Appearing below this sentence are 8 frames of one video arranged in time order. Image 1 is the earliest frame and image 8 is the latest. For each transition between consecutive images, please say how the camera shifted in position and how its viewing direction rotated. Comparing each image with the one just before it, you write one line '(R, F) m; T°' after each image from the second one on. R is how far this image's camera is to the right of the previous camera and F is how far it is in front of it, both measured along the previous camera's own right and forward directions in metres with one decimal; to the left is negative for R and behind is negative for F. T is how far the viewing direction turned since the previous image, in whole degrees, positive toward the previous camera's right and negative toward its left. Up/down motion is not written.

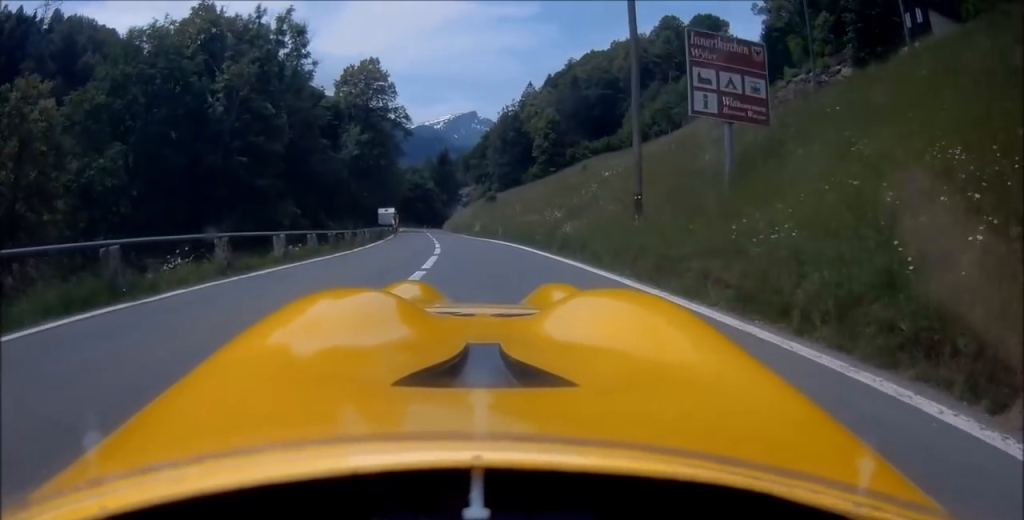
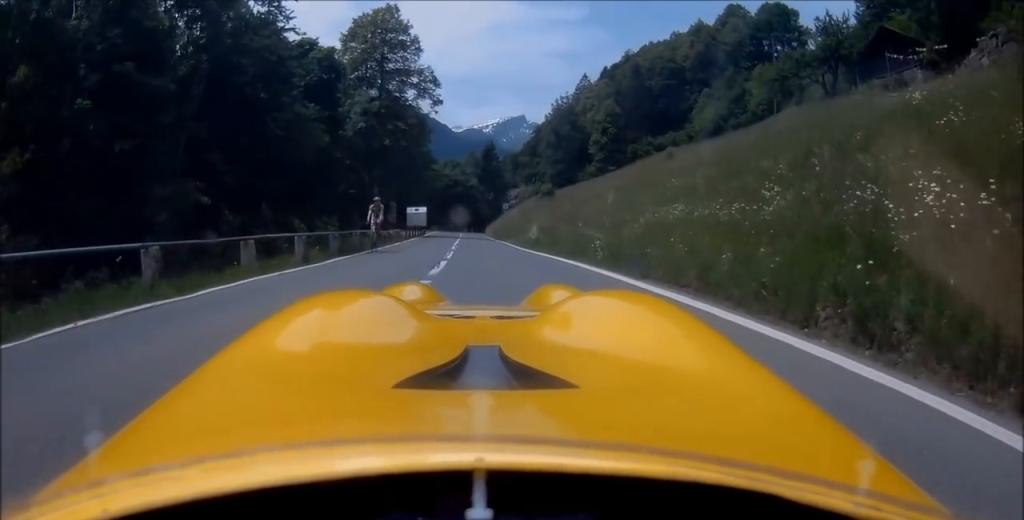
(-0.7, +17.1) m; -4°
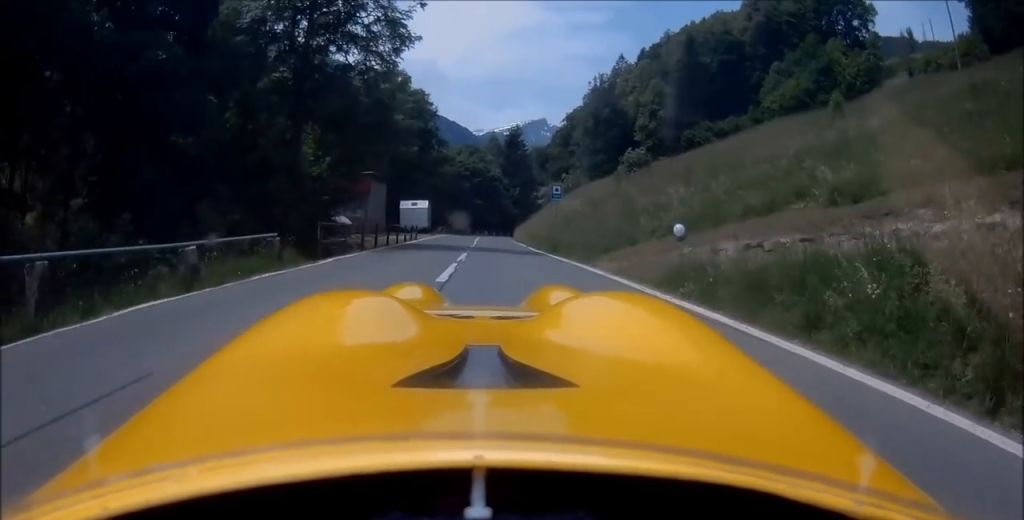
(-0.5, +23.9) m; -1°
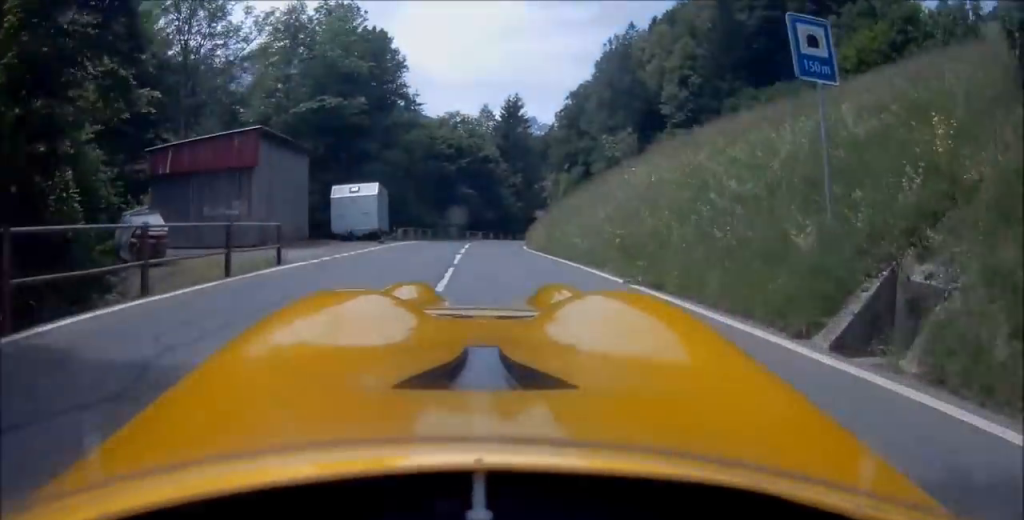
(-0.1, +22.8) m; 0°
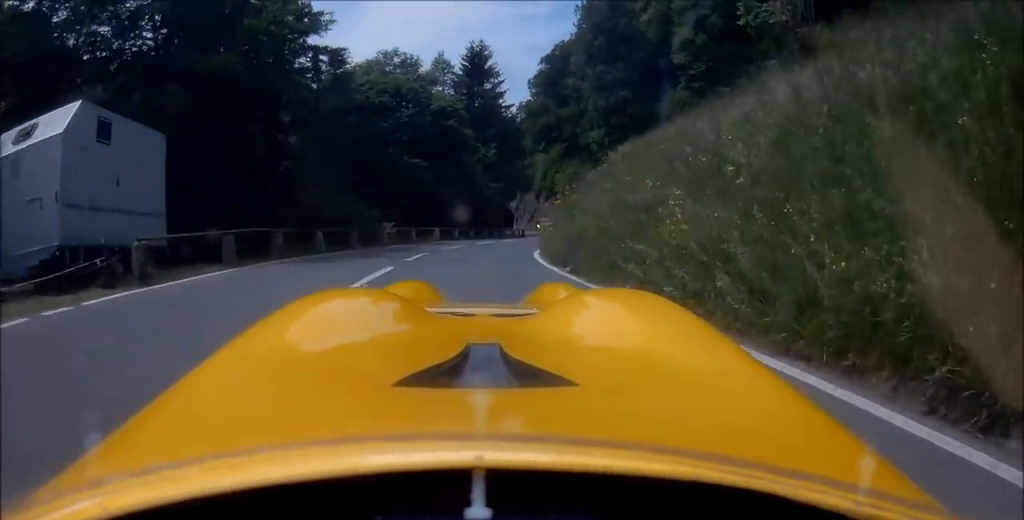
(0.0, +23.1) m; +2°
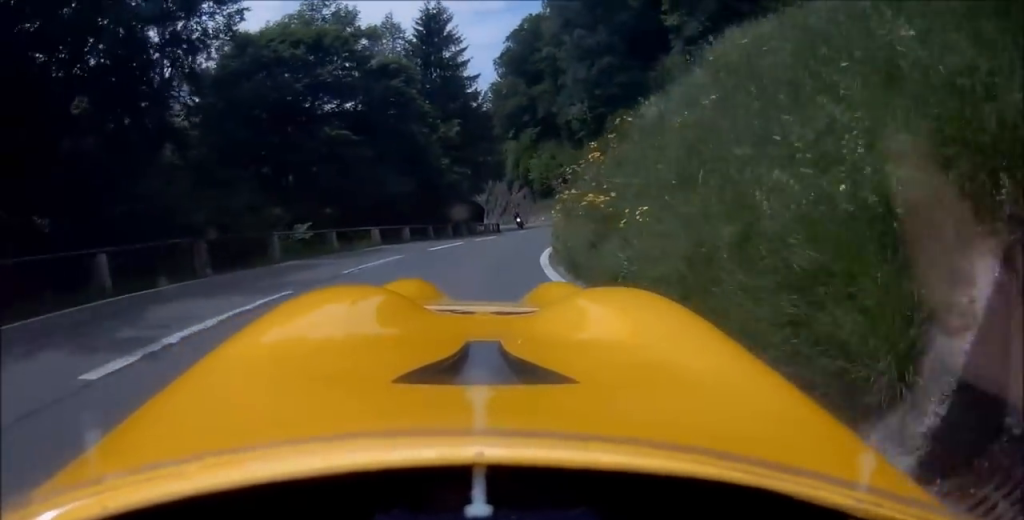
(+0.3, +10.5) m; +2°
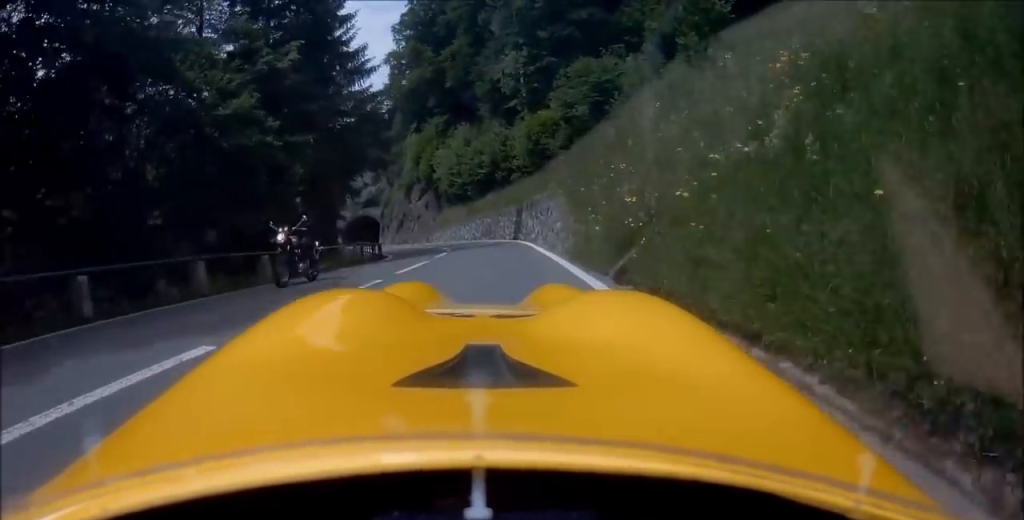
(+0.9, +20.8) m; +1°
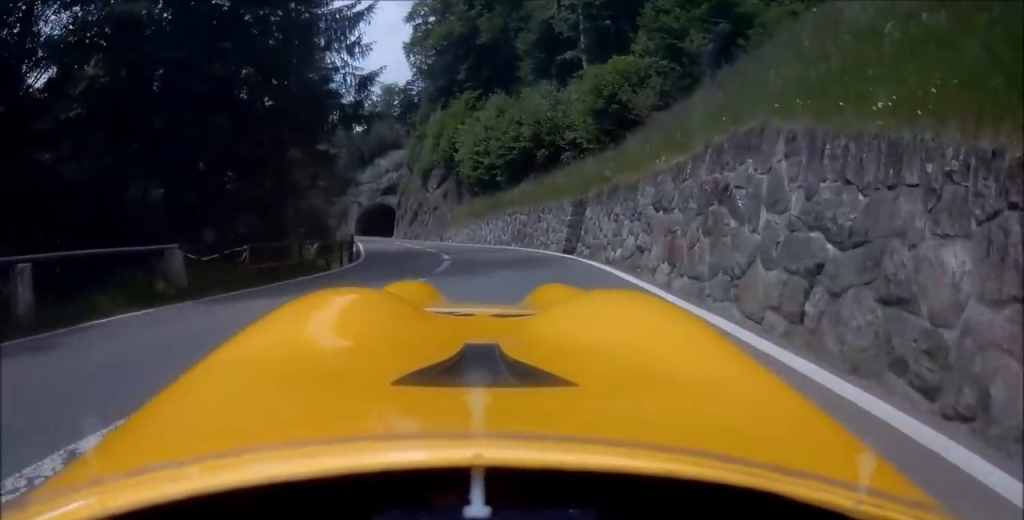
(-0.1, +12.4) m; -2°
